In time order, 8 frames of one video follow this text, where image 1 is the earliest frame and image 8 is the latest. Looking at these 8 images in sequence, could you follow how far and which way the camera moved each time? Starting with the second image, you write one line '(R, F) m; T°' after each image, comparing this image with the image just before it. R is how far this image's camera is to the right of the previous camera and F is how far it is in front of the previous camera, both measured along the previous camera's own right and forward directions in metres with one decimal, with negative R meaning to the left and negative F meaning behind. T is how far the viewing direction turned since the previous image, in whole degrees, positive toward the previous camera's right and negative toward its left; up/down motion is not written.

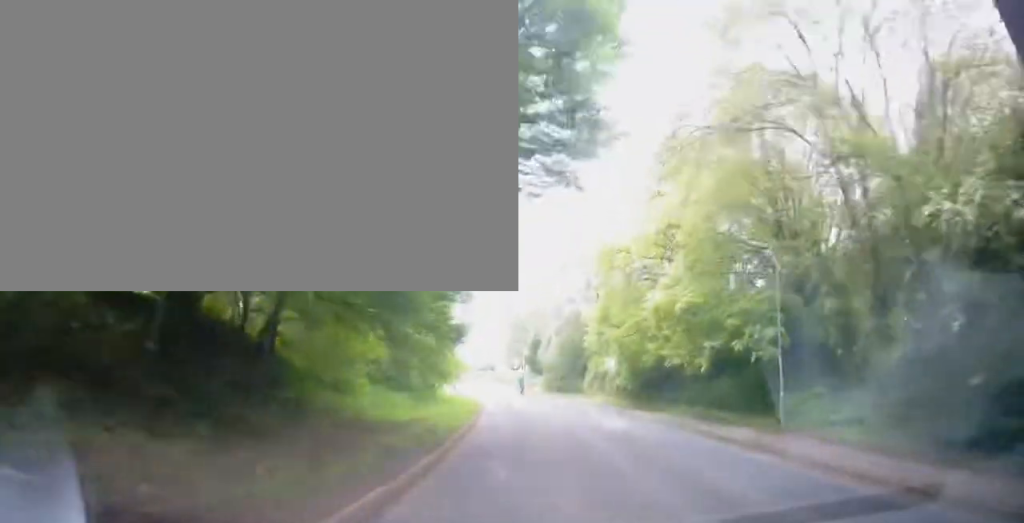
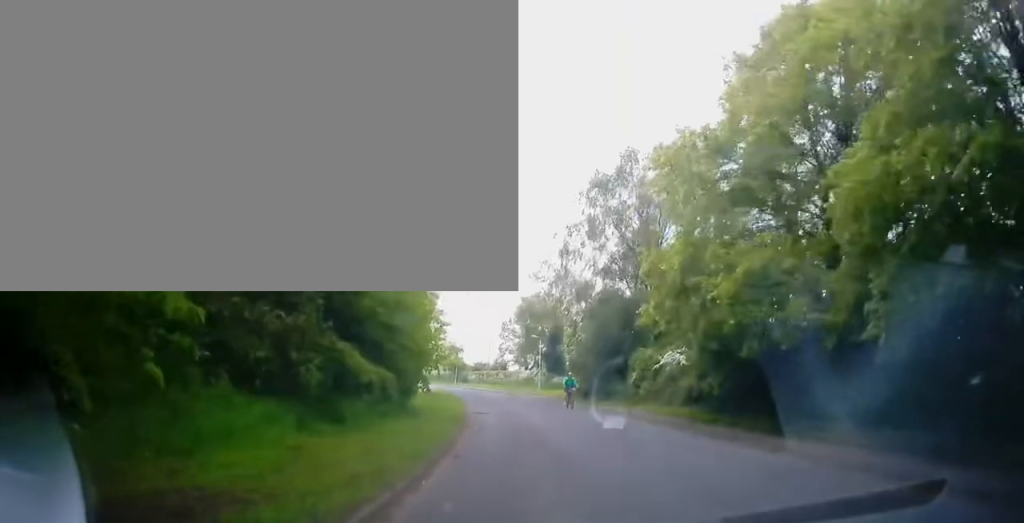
(-1.2, +13.4) m; -2°
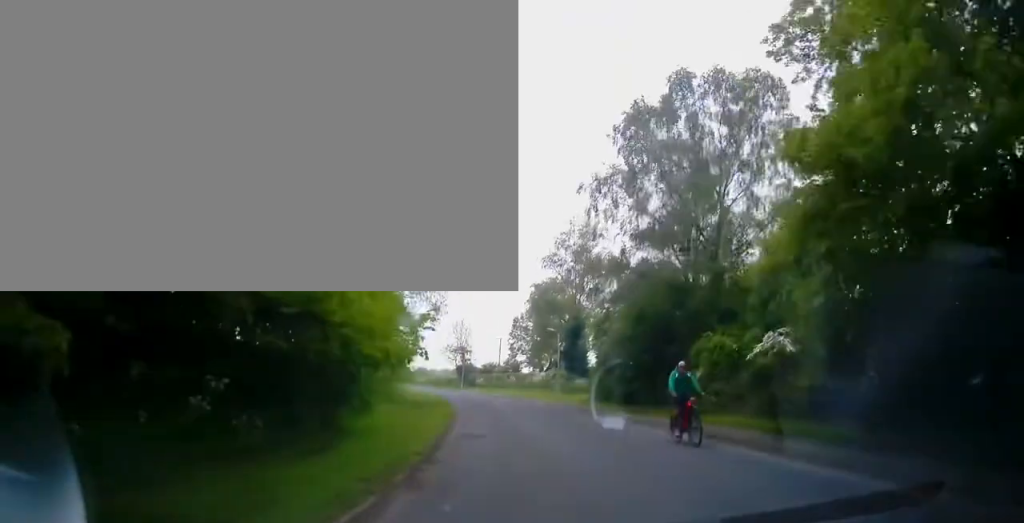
(+0.5, +9.7) m; +4°
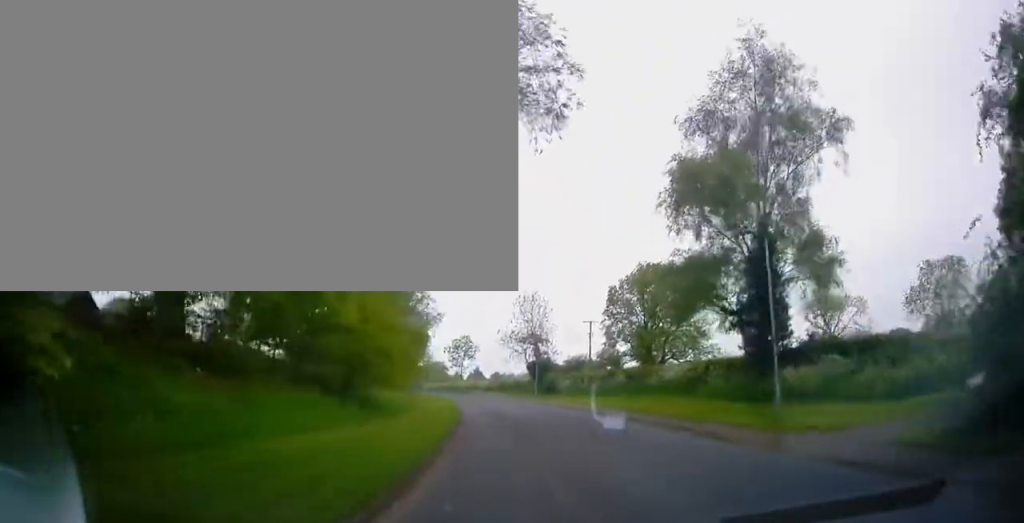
(-0.2, +28.1) m; -2°
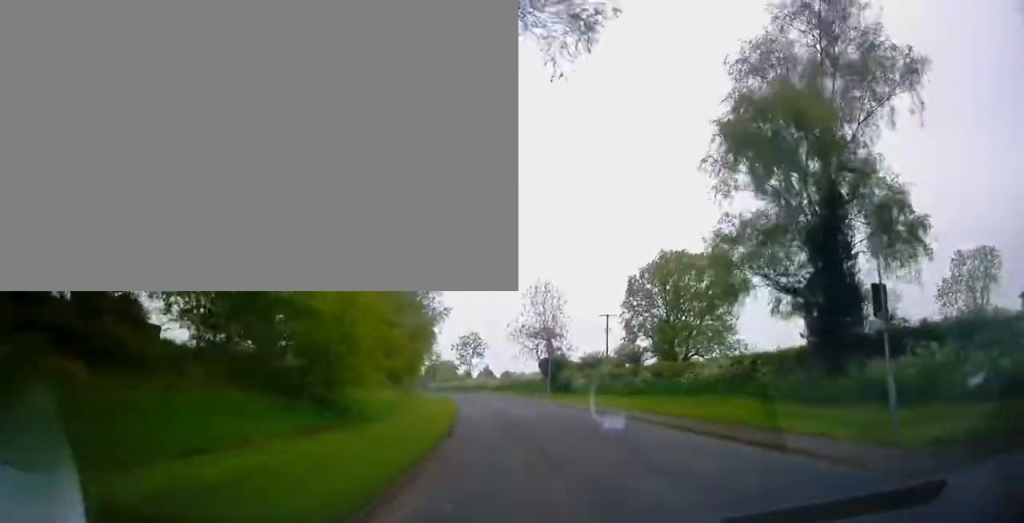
(-0.2, +4.5) m; 0°
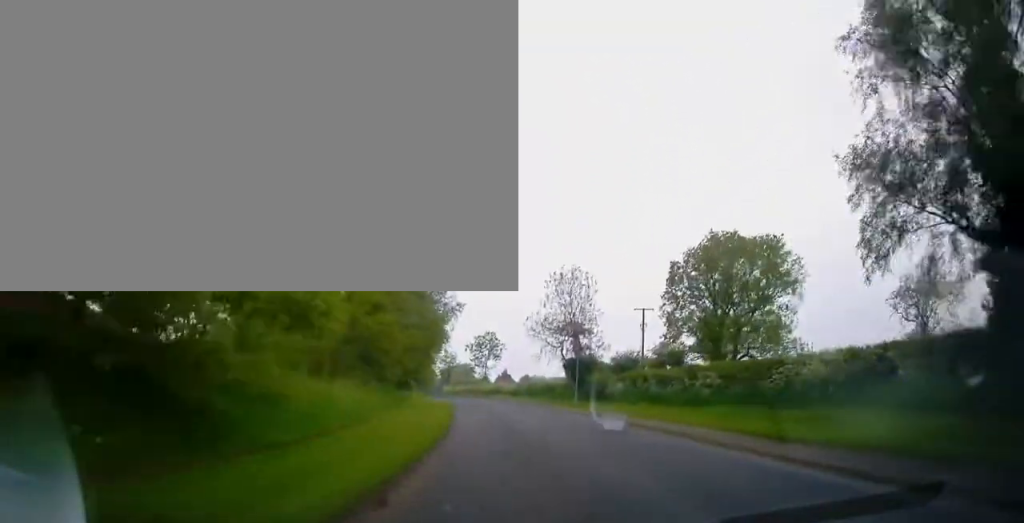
(0.0, +8.6) m; -1°
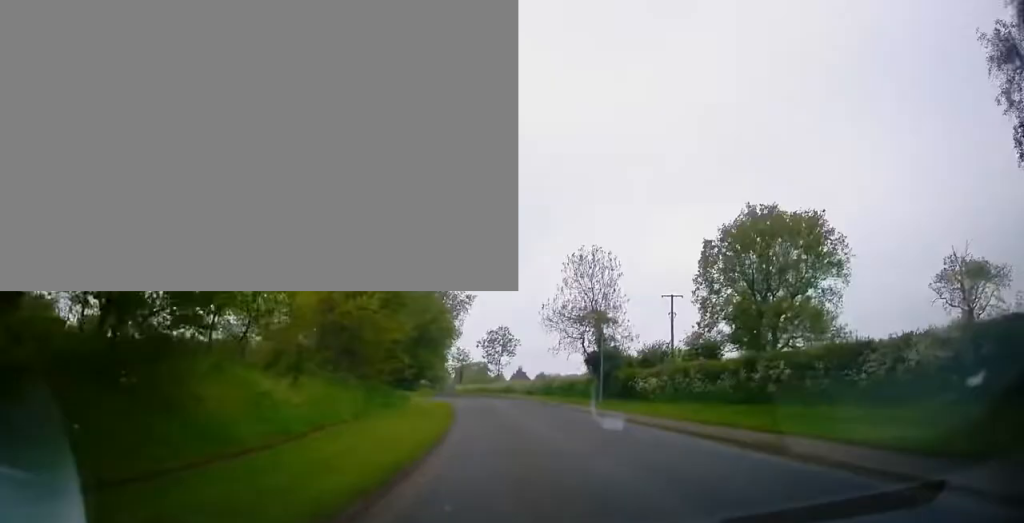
(+0.3, +4.8) m; -1°
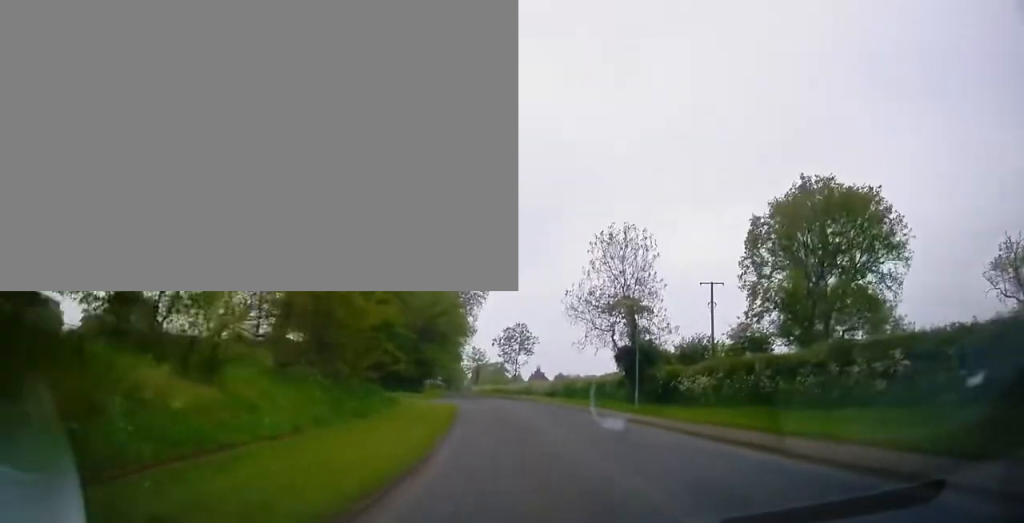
(-0.4, +5.5) m; -4°
